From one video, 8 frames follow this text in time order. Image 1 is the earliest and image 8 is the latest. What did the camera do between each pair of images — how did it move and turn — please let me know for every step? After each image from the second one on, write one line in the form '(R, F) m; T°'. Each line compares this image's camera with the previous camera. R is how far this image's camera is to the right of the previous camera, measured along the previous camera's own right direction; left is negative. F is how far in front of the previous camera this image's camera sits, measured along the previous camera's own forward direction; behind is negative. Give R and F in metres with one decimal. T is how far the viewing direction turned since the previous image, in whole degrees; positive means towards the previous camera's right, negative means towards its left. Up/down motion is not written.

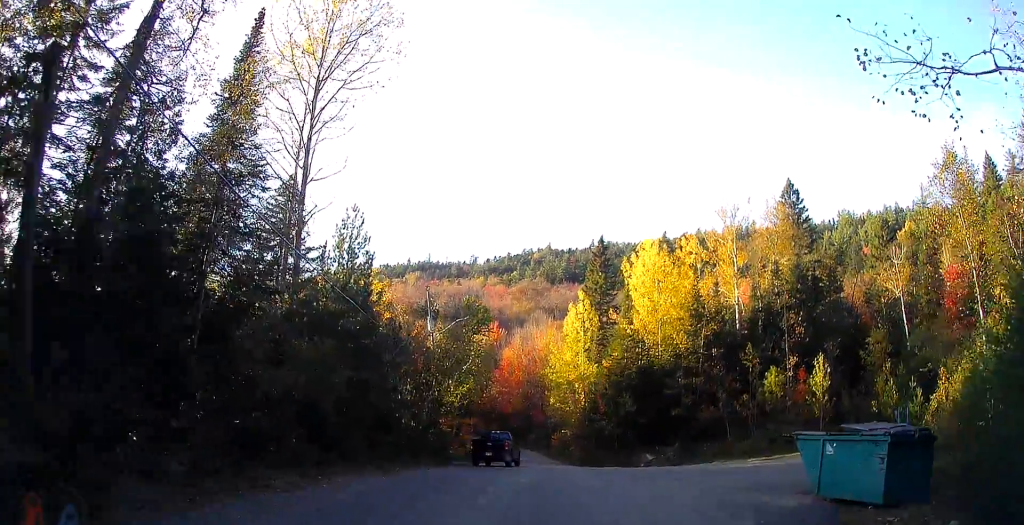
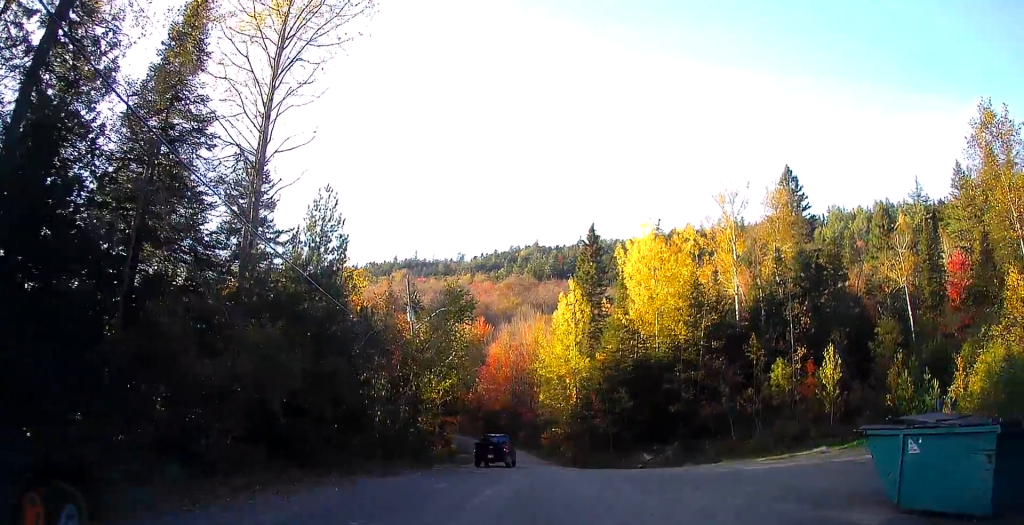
(0.0, +3.4) m; +4°
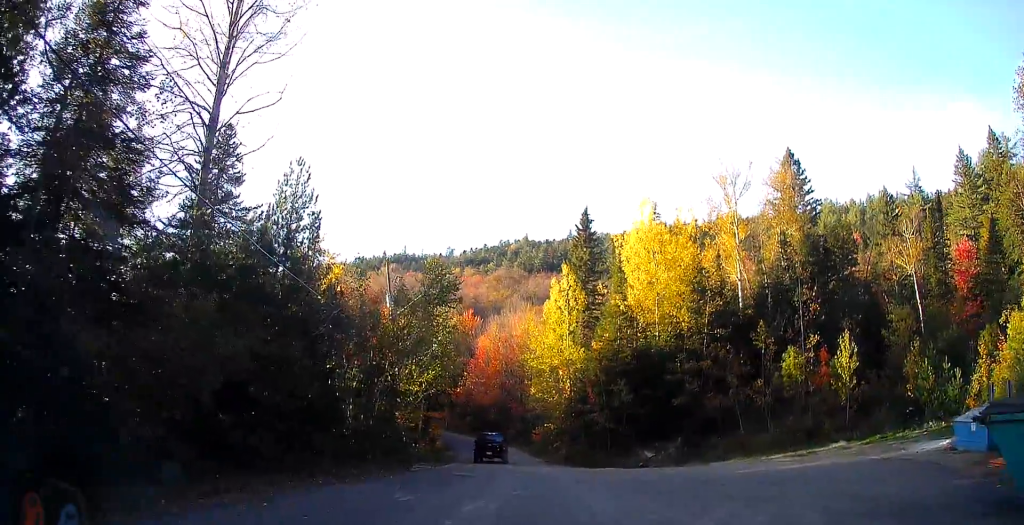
(+0.3, +3.6) m; +1°
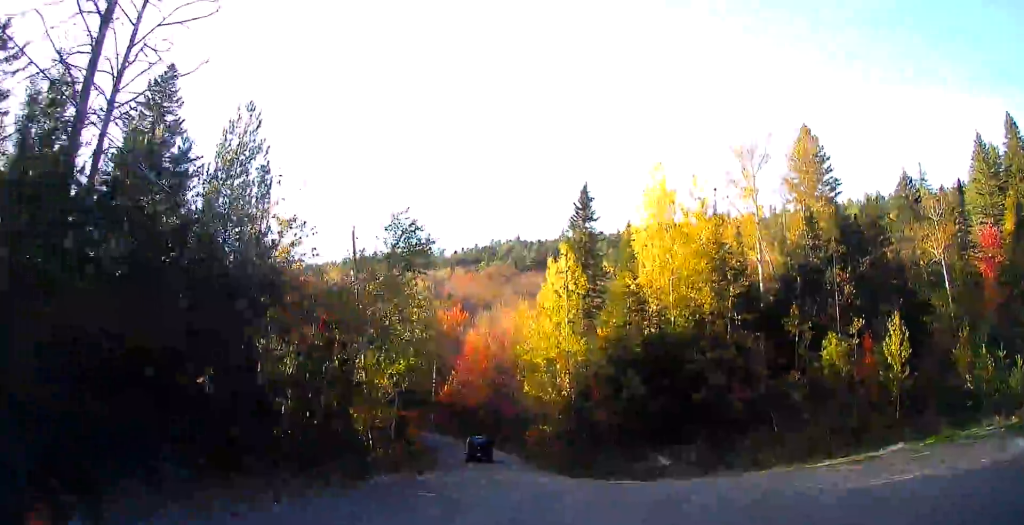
(-0.2, +6.8) m; 0°
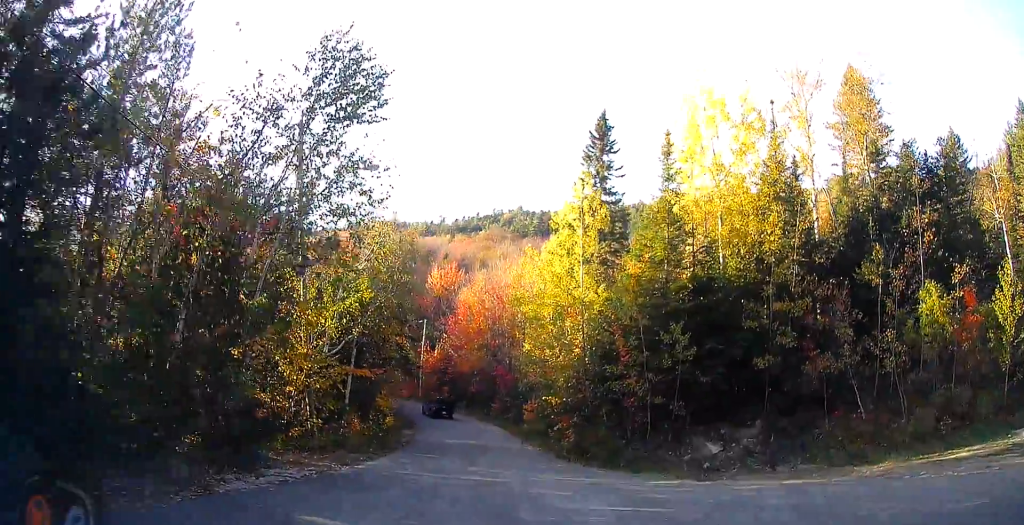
(+0.8, +9.5) m; +4°
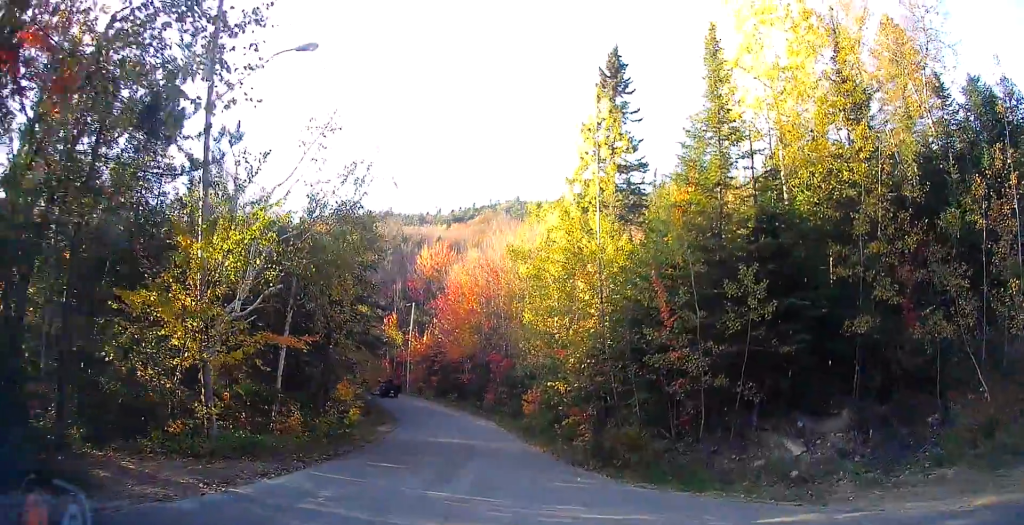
(-0.3, +7.6) m; -2°
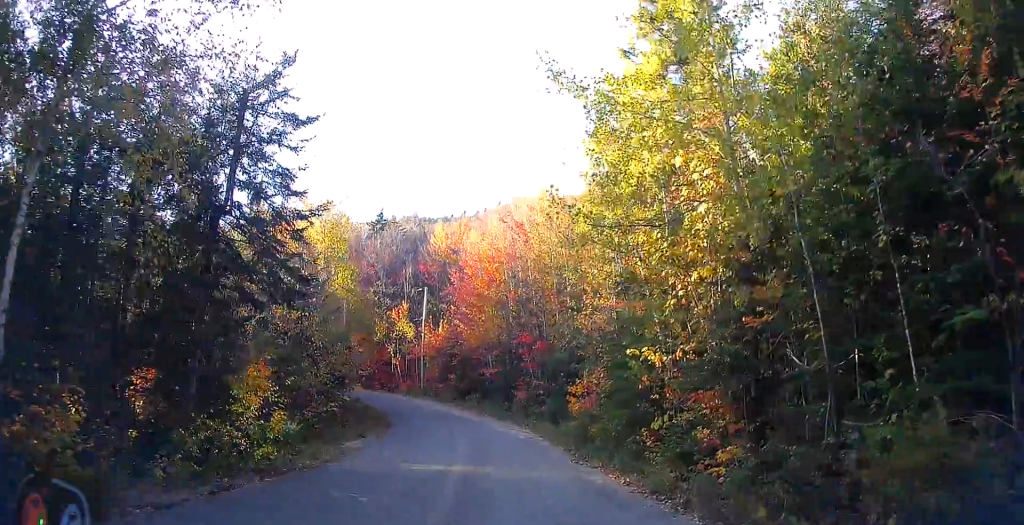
(+0.1, +13.1) m; -1°
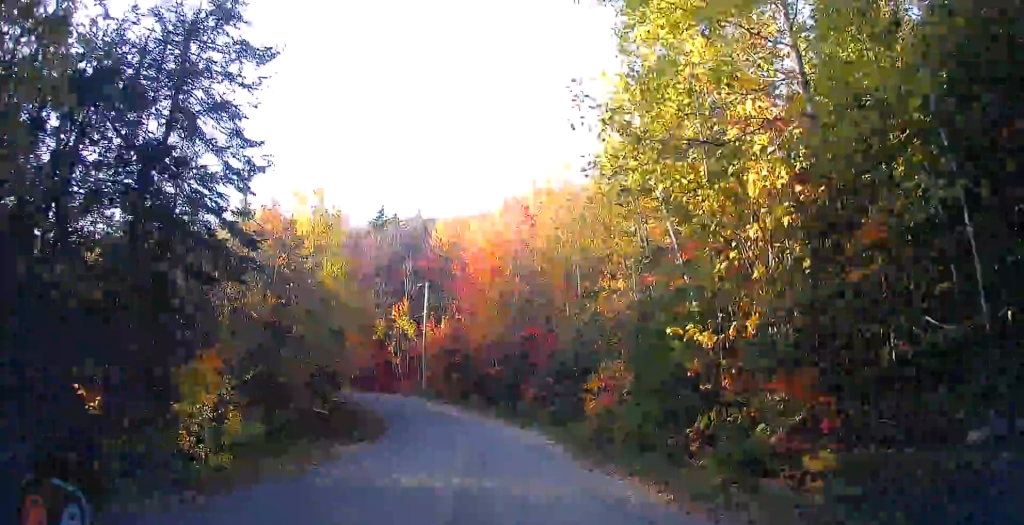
(-0.1, +3.3) m; -1°
